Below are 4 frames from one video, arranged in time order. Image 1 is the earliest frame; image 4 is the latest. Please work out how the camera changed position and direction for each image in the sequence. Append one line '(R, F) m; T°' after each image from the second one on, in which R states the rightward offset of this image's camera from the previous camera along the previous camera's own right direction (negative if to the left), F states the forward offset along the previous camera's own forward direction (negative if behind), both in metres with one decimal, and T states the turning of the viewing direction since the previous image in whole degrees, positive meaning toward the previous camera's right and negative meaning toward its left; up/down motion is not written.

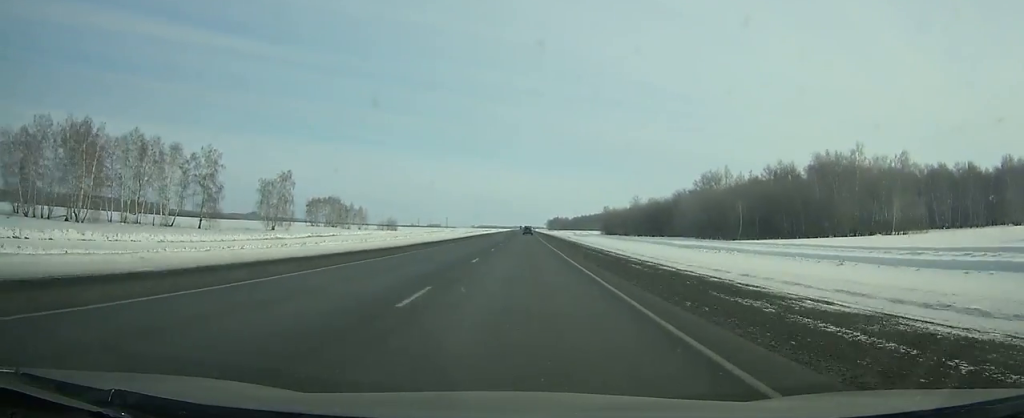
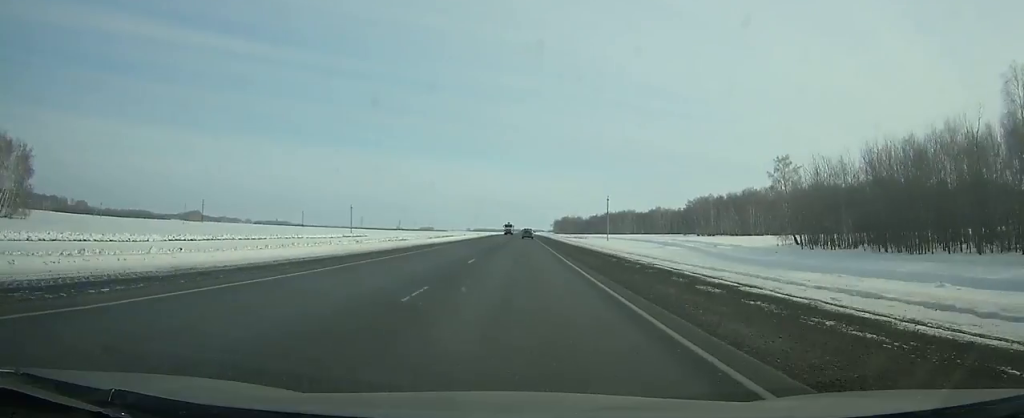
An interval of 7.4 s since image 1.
(+0.1, +226.6) m; 0°
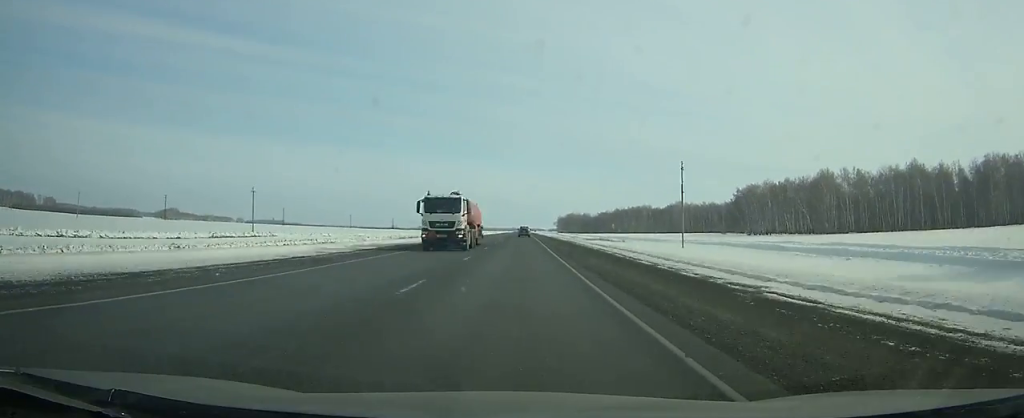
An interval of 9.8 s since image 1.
(0.0, +71.3) m; 0°
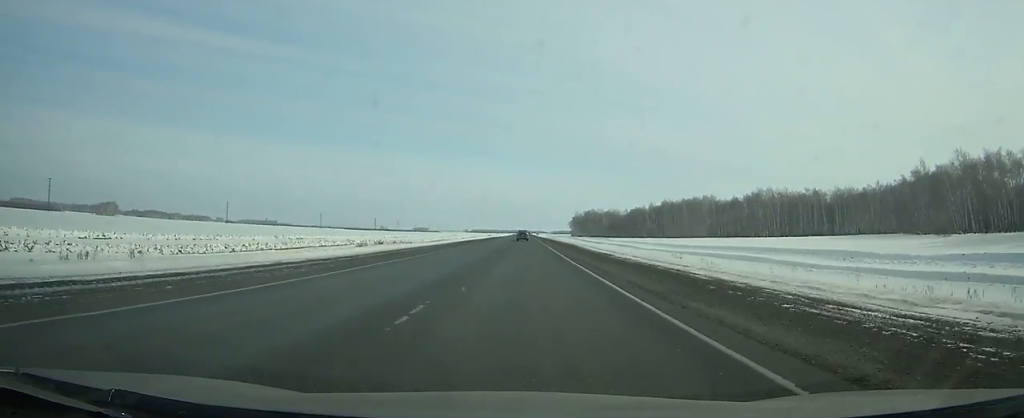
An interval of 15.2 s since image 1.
(-0.2, +159.2) m; 0°
